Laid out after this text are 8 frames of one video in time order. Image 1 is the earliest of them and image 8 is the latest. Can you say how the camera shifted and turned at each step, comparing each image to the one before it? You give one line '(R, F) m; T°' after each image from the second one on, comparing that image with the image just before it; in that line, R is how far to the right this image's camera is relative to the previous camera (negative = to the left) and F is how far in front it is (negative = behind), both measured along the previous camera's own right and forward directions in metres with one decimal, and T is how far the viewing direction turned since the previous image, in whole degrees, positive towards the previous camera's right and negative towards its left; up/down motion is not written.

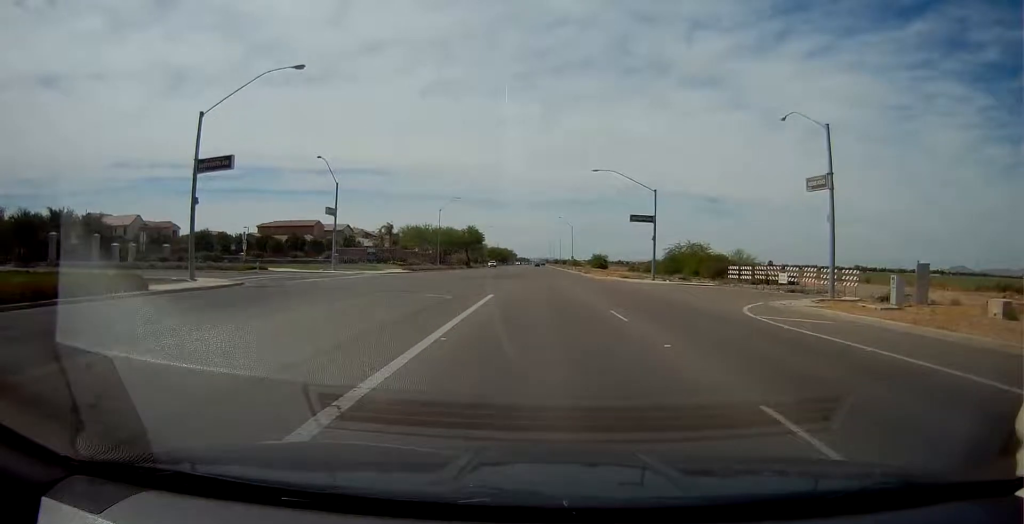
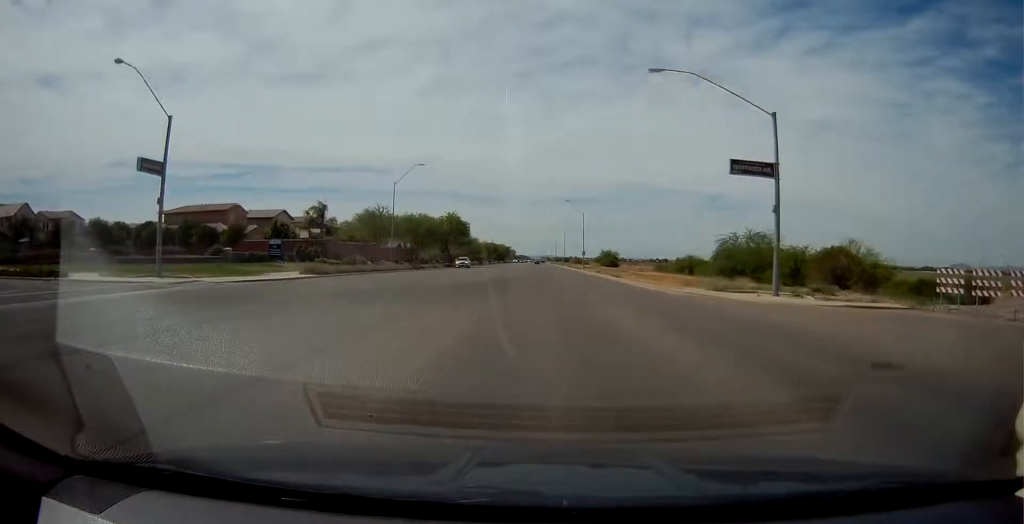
(0.0, +30.6) m; 0°
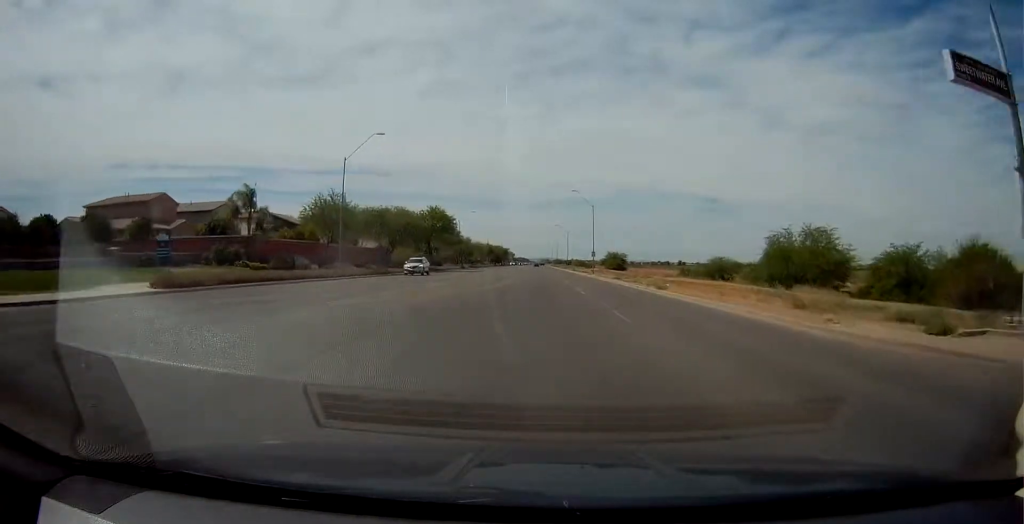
(0.0, +17.5) m; 0°
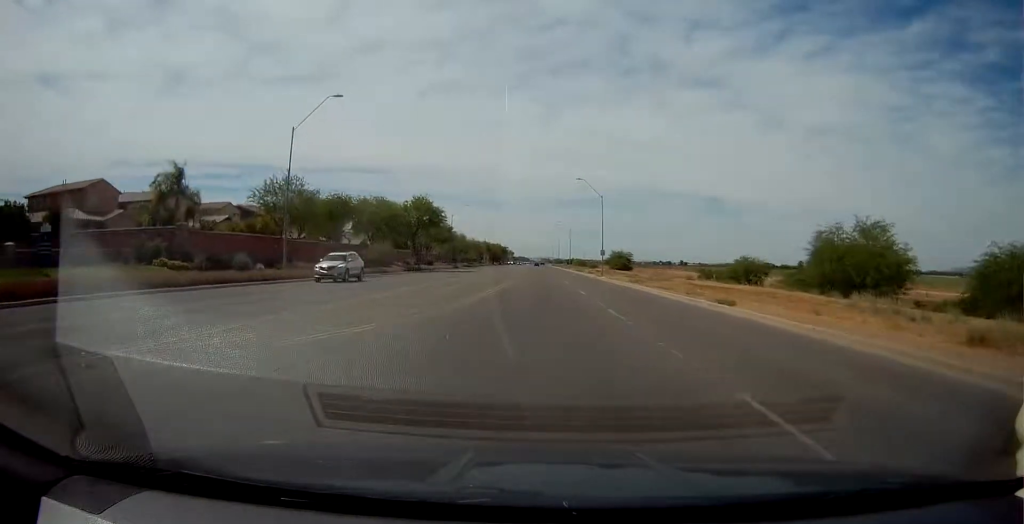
(0.0, +11.2) m; 0°
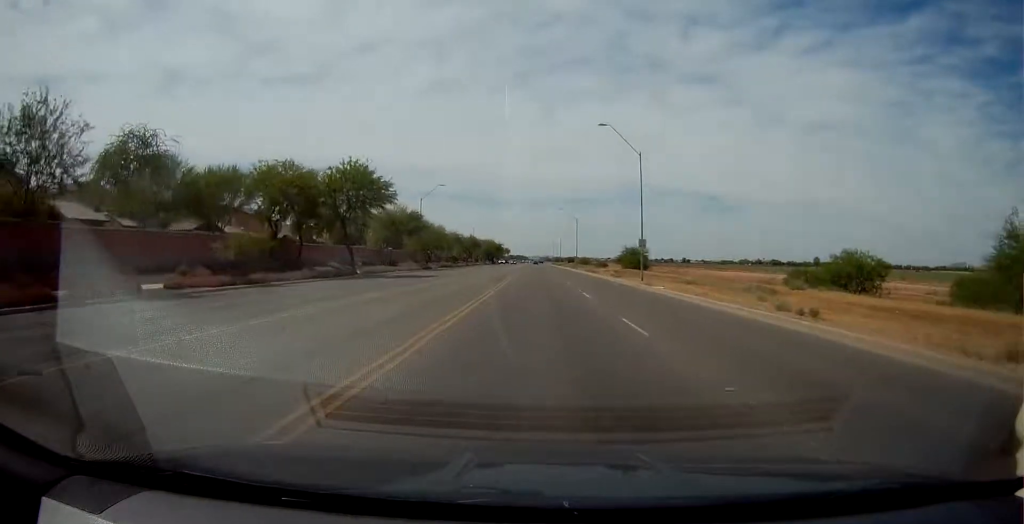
(0.0, +28.4) m; 0°
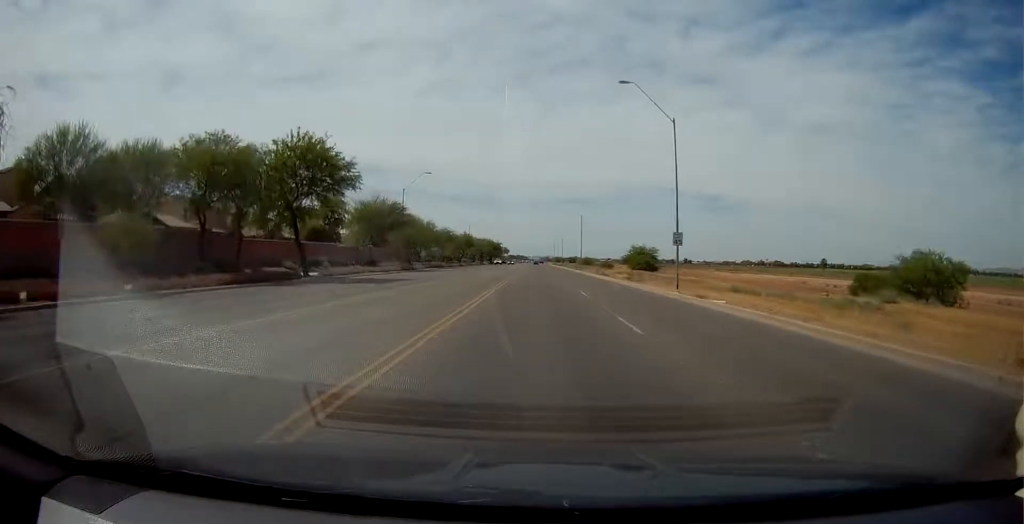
(0.0, +11.4) m; 0°
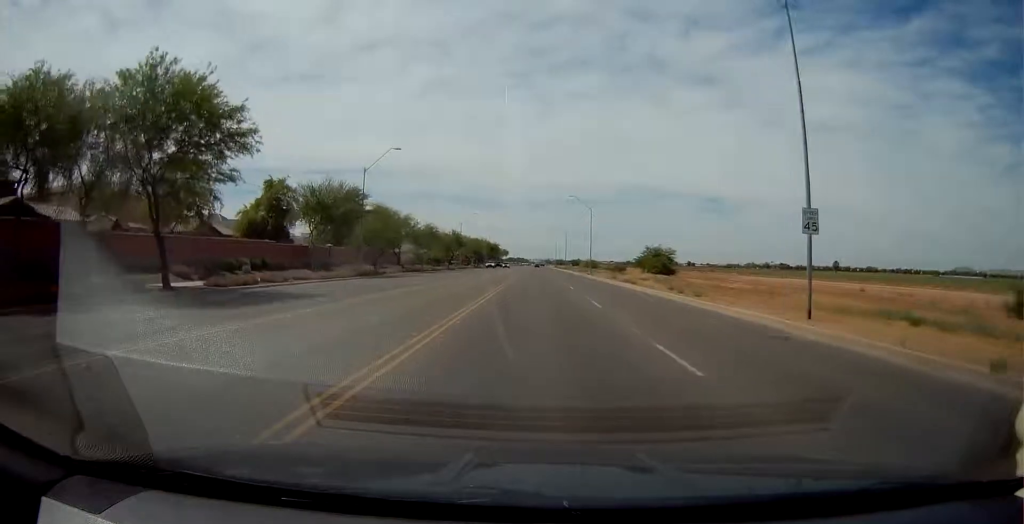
(0.0, +17.1) m; 0°
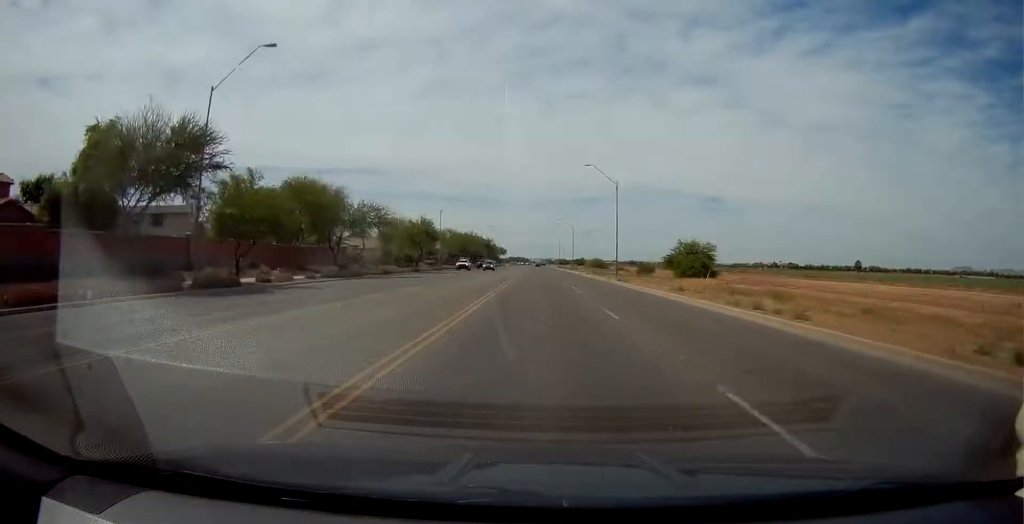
(0.0, +28.3) m; 0°
